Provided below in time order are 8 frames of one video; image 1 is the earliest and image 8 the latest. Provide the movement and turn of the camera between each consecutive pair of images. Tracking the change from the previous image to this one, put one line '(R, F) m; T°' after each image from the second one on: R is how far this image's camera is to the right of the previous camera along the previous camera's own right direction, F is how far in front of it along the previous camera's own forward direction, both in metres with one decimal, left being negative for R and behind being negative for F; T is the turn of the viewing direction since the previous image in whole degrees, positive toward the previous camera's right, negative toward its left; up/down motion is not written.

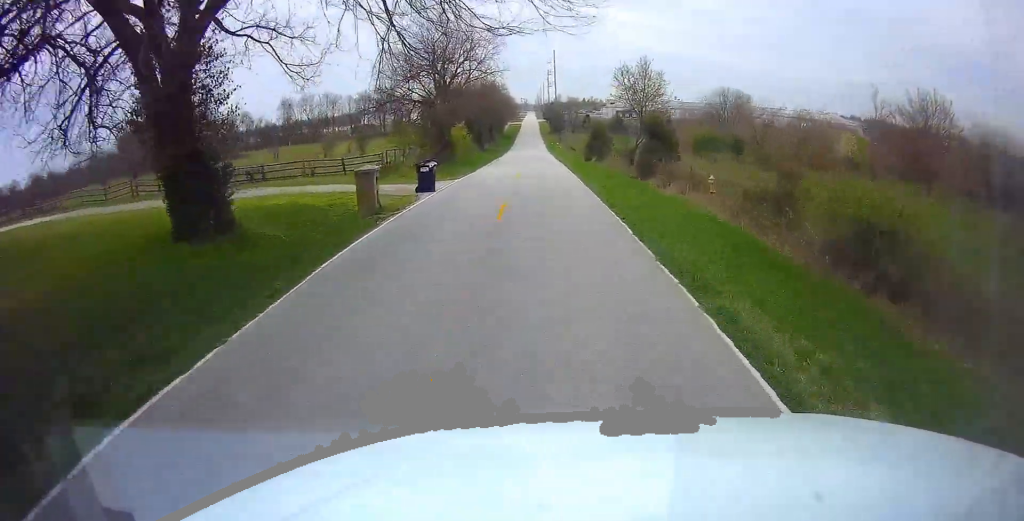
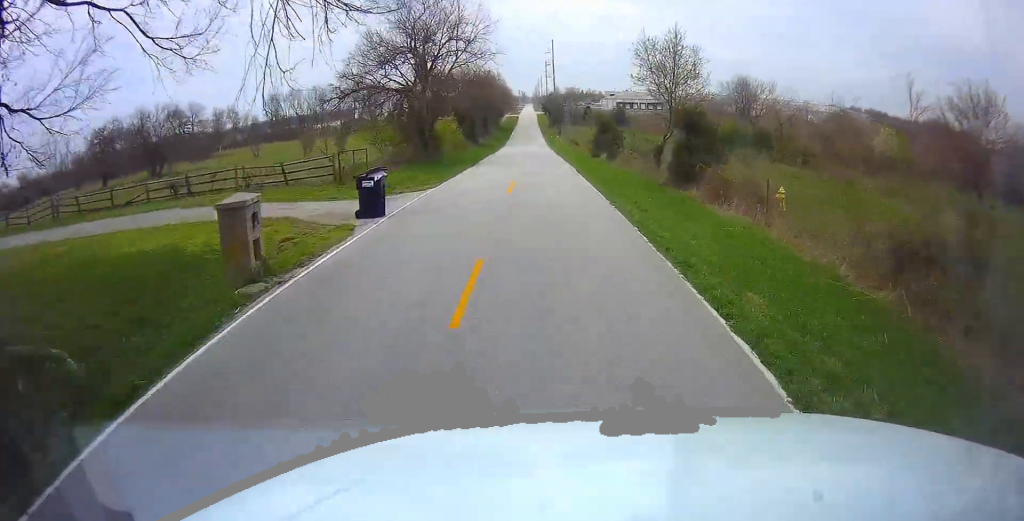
(-0.2, +8.2) m; -1°
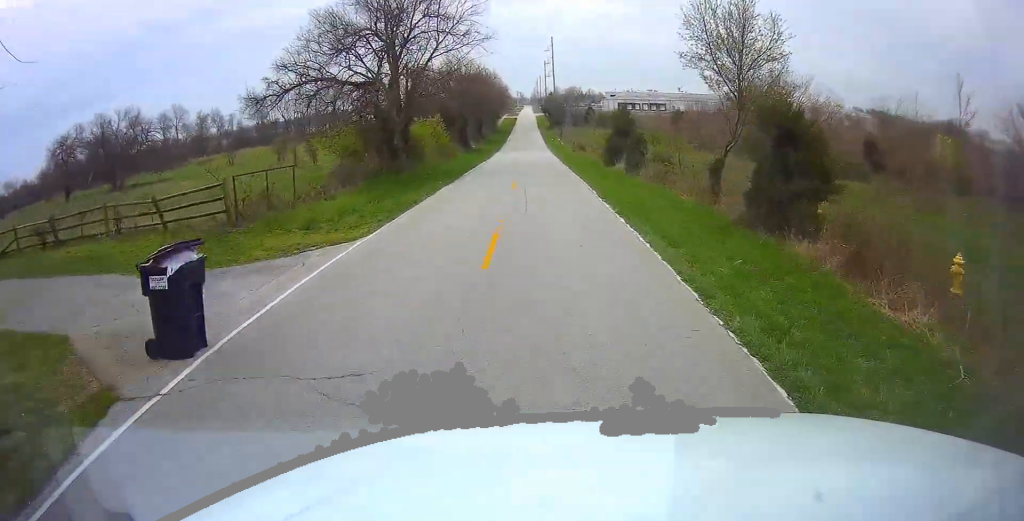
(-0.1, +9.4) m; 0°
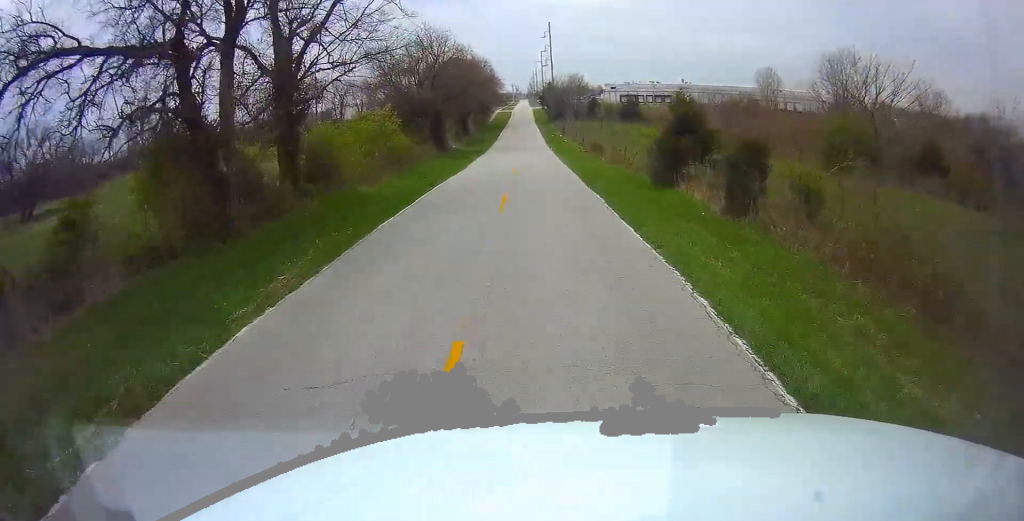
(+0.2, +18.2) m; +2°
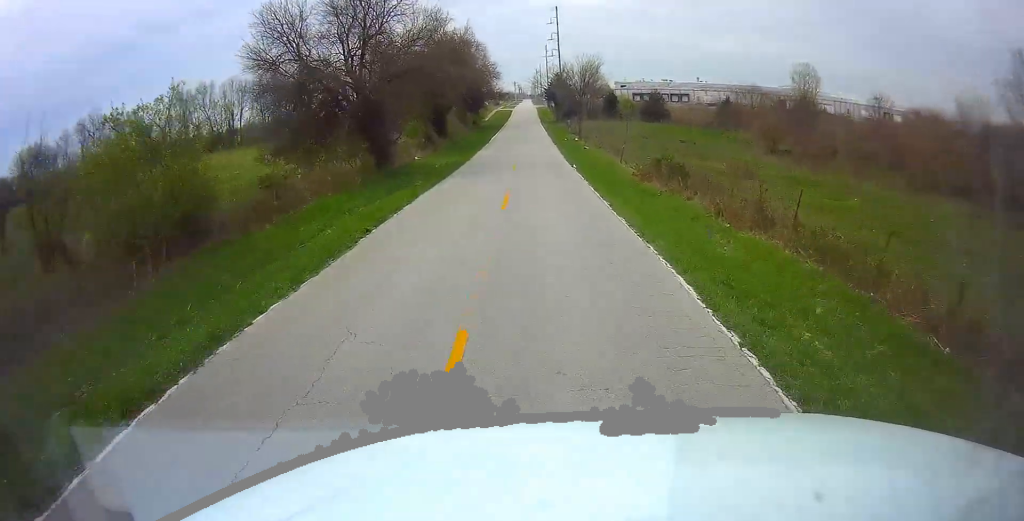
(+0.1, +24.1) m; 0°
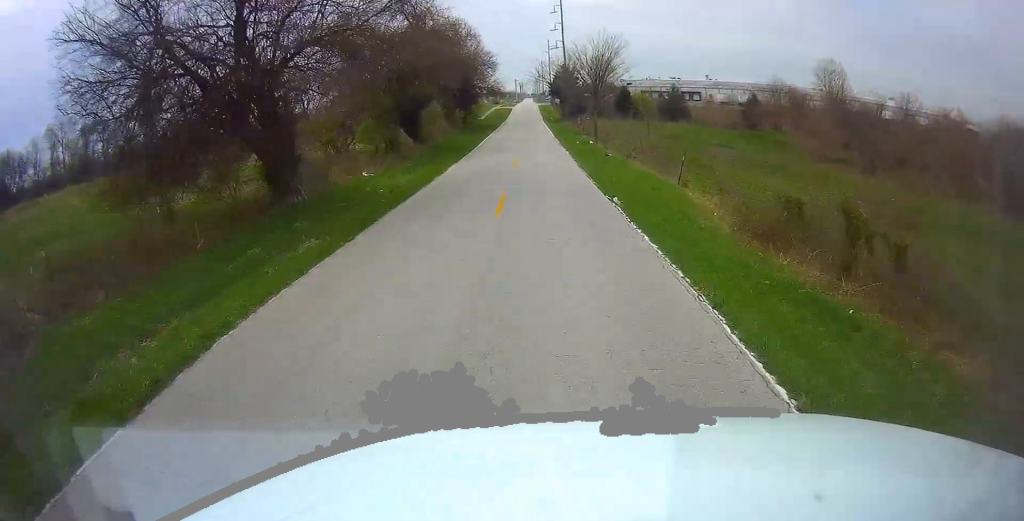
(-0.1, +14.1) m; 0°
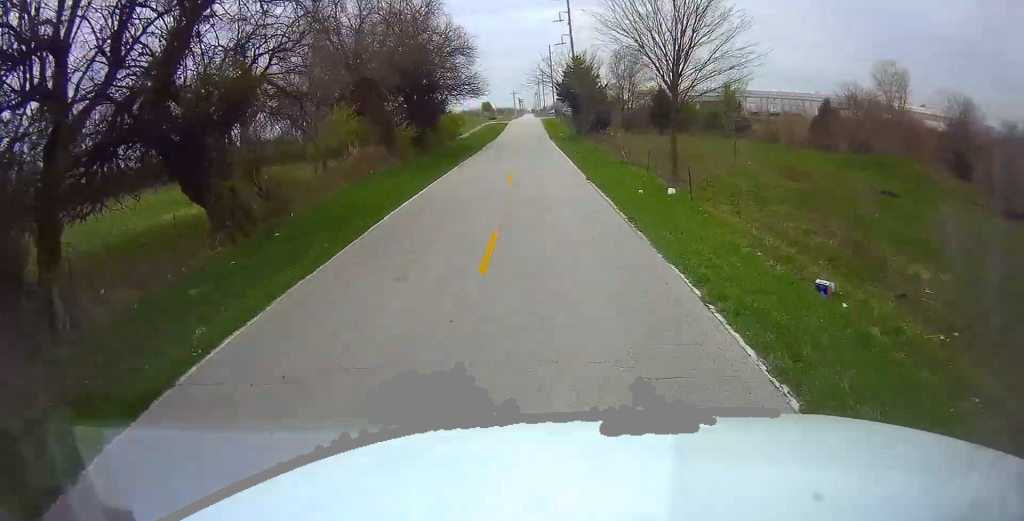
(0.0, +29.1) m; 0°
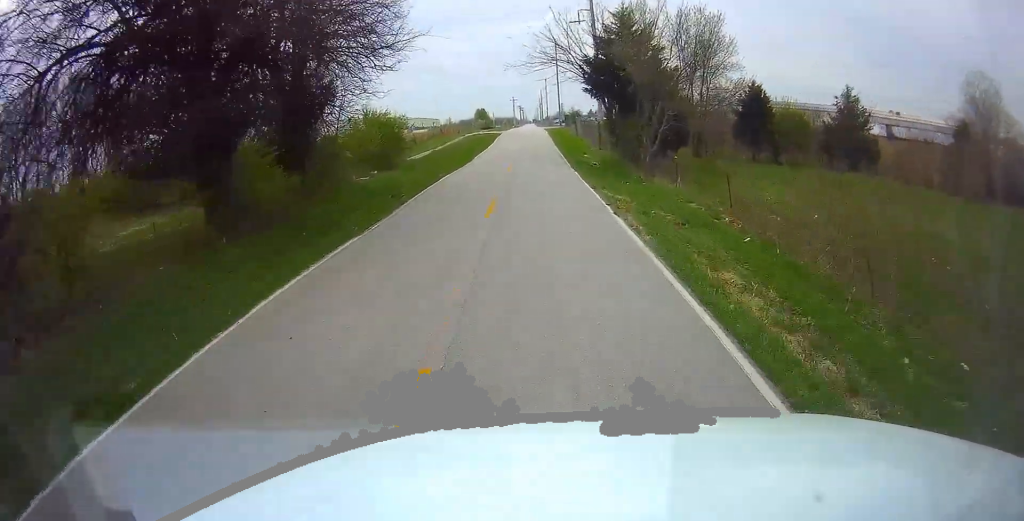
(+0.3, +30.7) m; -1°
